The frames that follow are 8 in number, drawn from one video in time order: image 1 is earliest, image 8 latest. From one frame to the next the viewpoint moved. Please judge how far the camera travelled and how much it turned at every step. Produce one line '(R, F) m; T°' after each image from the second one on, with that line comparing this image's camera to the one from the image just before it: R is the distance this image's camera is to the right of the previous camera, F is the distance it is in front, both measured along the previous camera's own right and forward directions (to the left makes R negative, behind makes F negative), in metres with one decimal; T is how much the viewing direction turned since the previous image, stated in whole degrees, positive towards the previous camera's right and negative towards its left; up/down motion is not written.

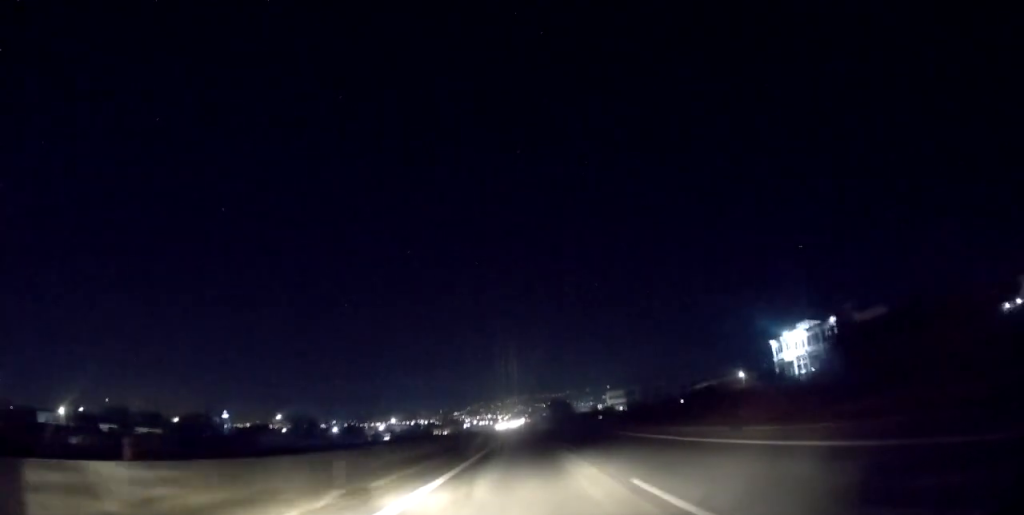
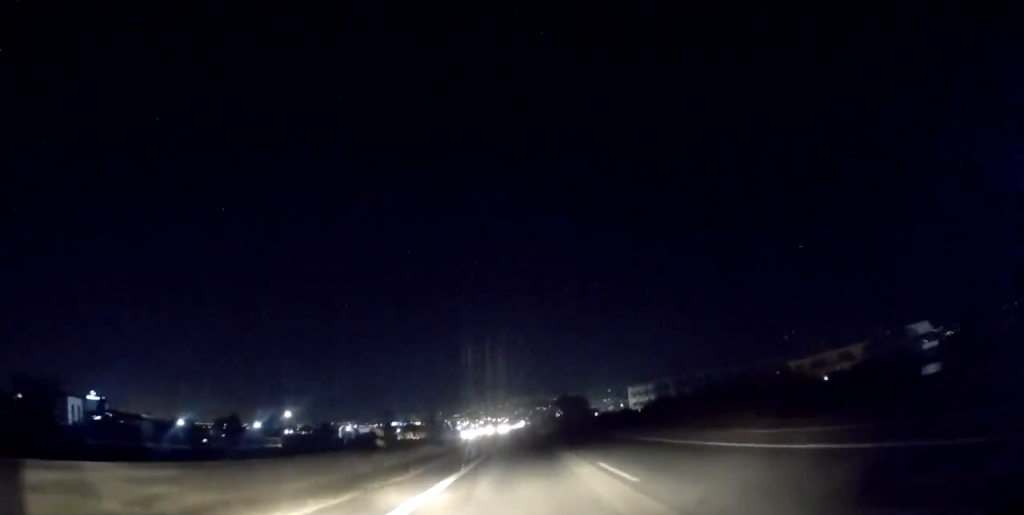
(-0.5, +65.1) m; 0°
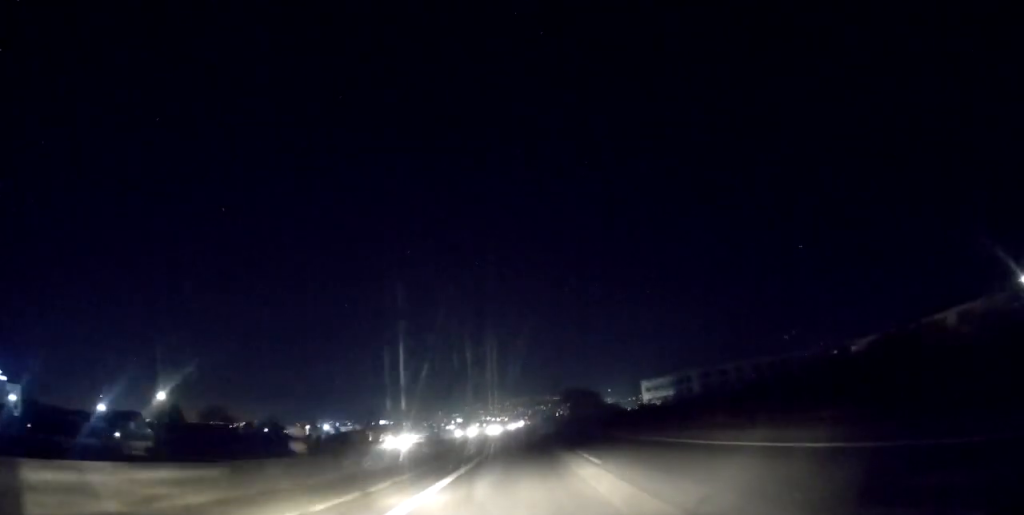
(+0.2, +30.8) m; +1°
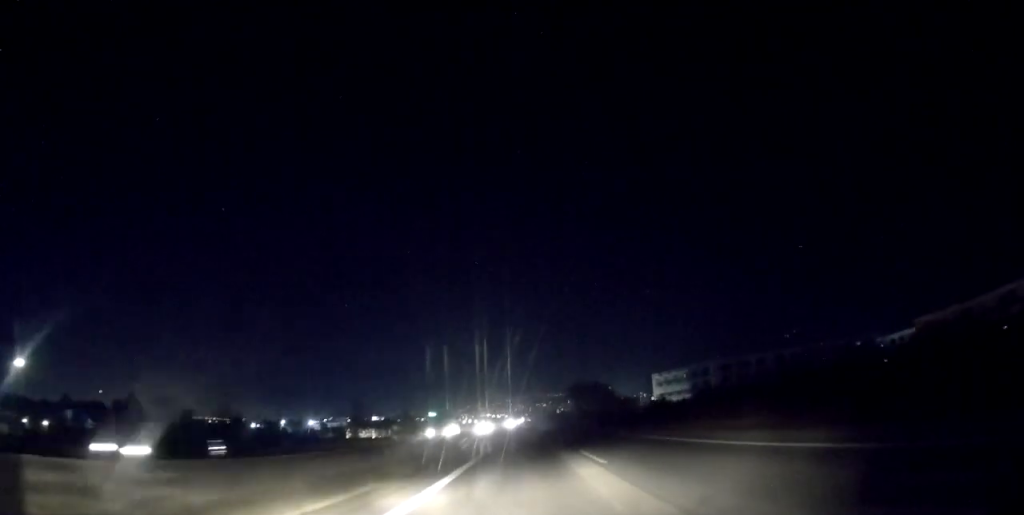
(+0.1, +18.2) m; 0°
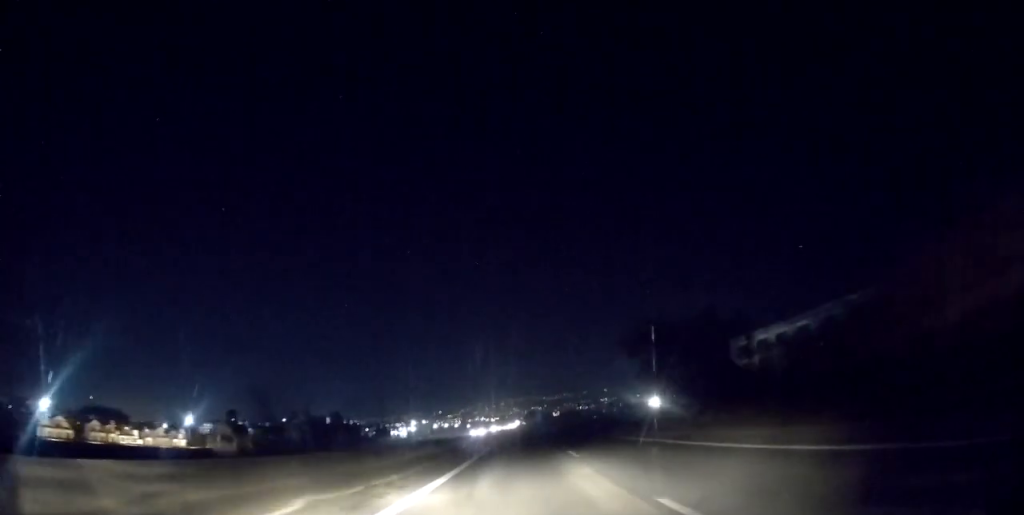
(-0.5, +83.9) m; -1°
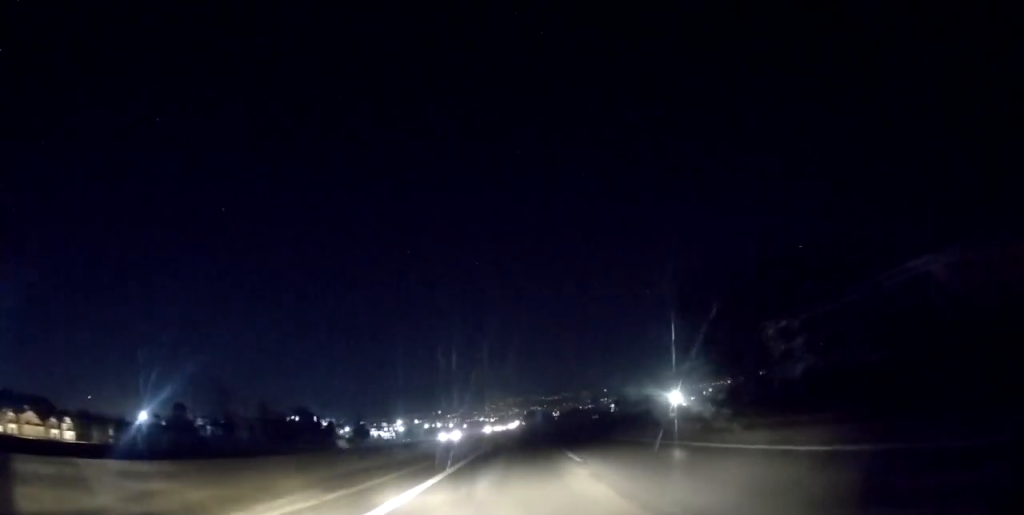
(+0.1, +19.8) m; 0°
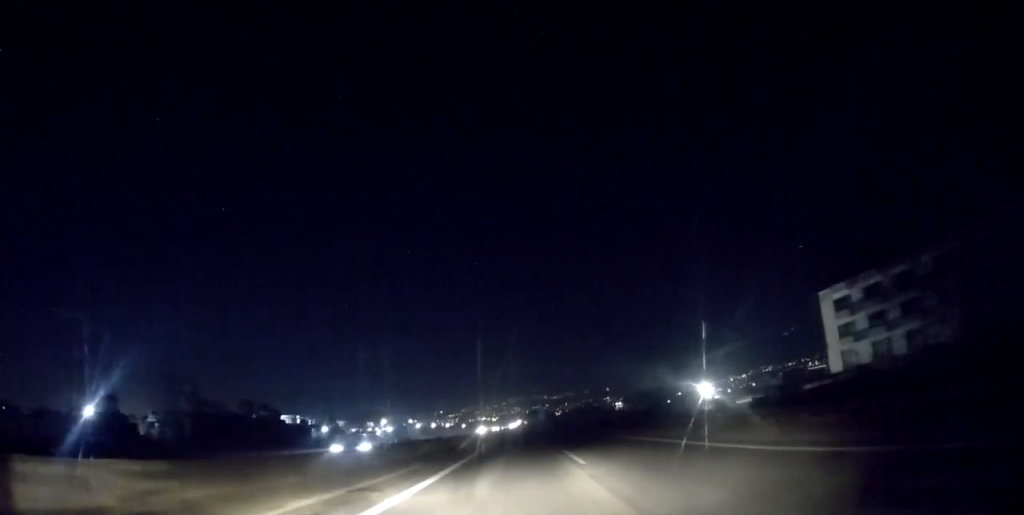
(-0.2, +19.9) m; 0°
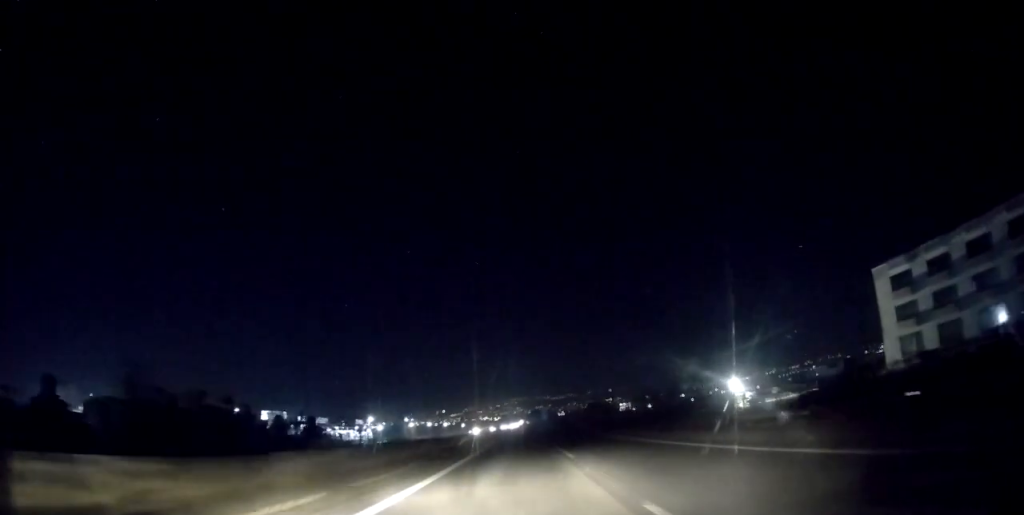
(-0.1, +14.2) m; 0°
